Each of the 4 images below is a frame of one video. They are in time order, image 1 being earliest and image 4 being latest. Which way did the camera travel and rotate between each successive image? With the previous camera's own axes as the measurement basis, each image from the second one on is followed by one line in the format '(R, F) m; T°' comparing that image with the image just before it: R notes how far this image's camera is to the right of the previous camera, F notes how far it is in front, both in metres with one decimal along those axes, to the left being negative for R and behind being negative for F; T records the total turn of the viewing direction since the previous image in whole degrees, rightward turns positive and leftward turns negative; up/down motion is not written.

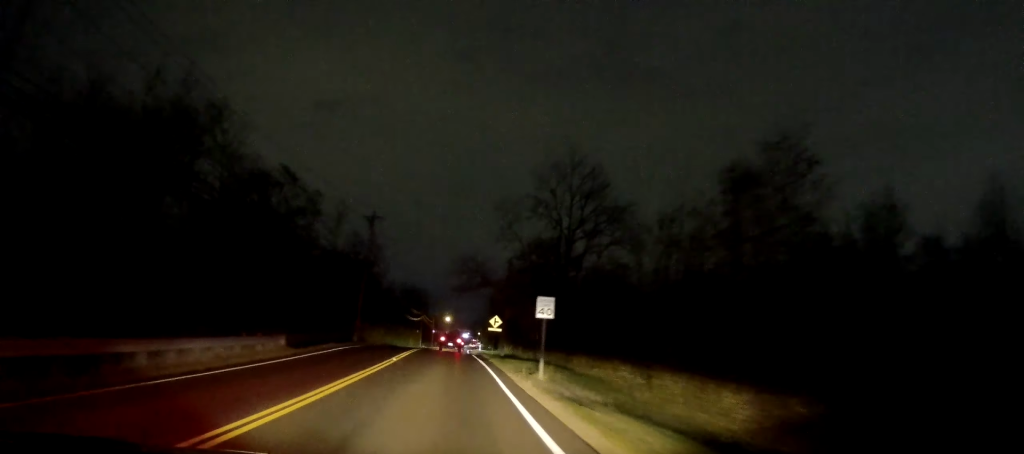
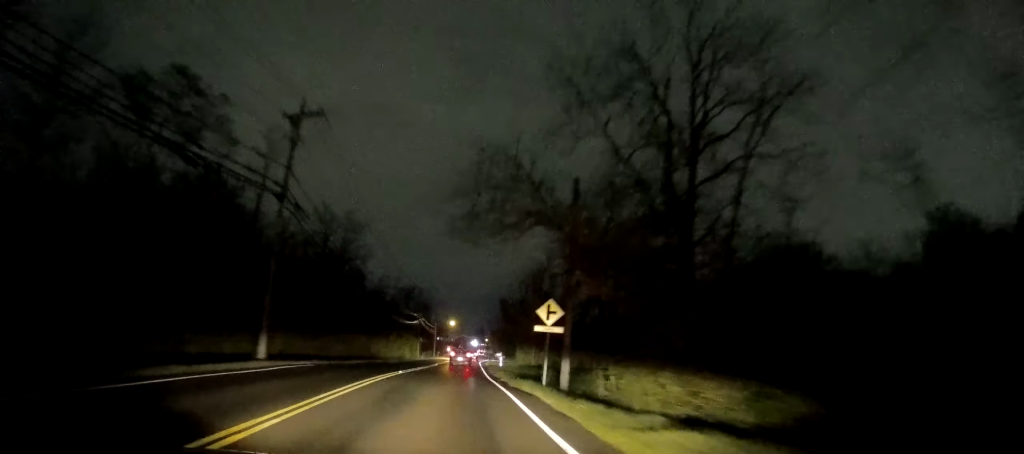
(+0.5, +26.2) m; -1°
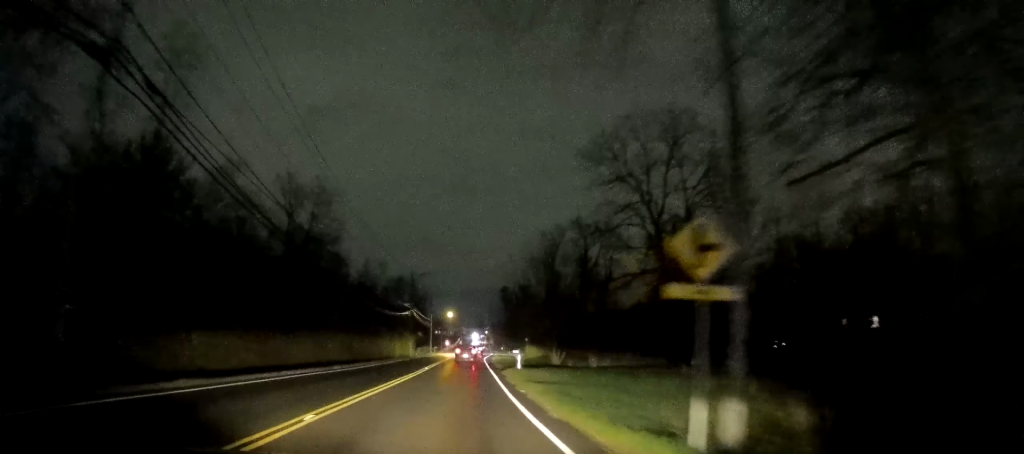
(-0.3, +14.3) m; 0°
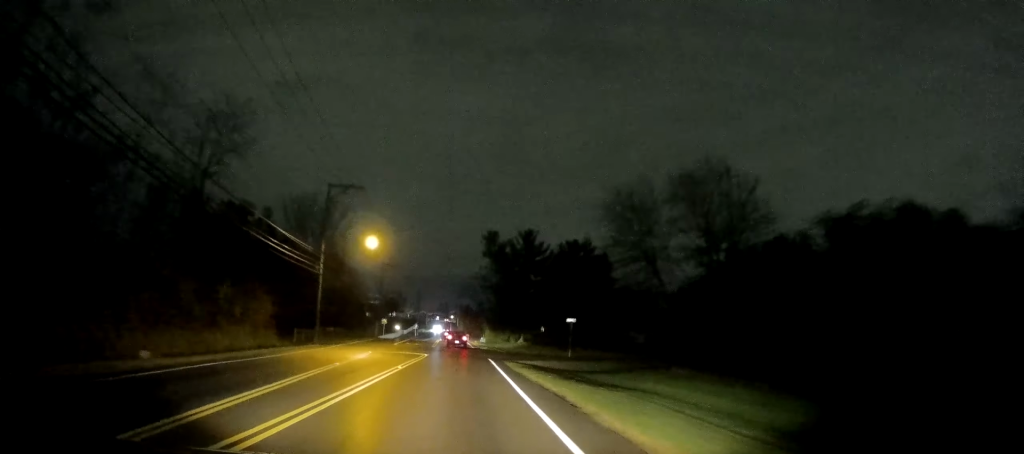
(+2.4, +78.3) m; +3°
